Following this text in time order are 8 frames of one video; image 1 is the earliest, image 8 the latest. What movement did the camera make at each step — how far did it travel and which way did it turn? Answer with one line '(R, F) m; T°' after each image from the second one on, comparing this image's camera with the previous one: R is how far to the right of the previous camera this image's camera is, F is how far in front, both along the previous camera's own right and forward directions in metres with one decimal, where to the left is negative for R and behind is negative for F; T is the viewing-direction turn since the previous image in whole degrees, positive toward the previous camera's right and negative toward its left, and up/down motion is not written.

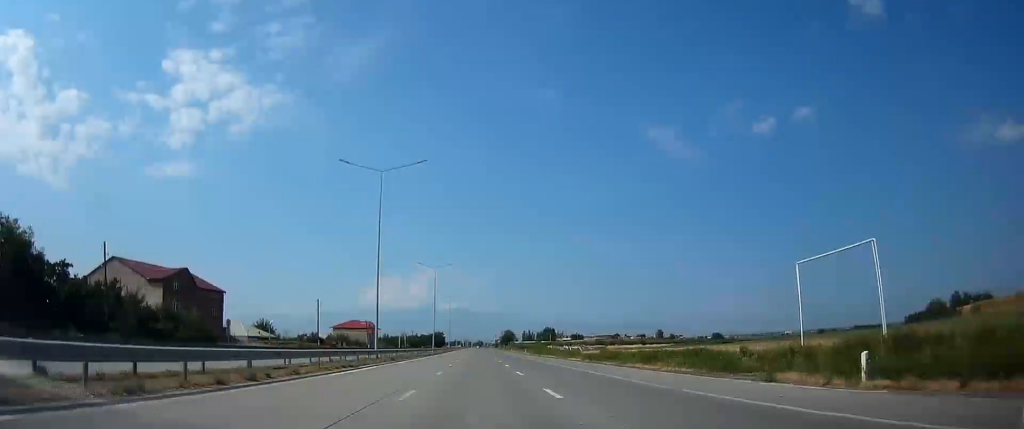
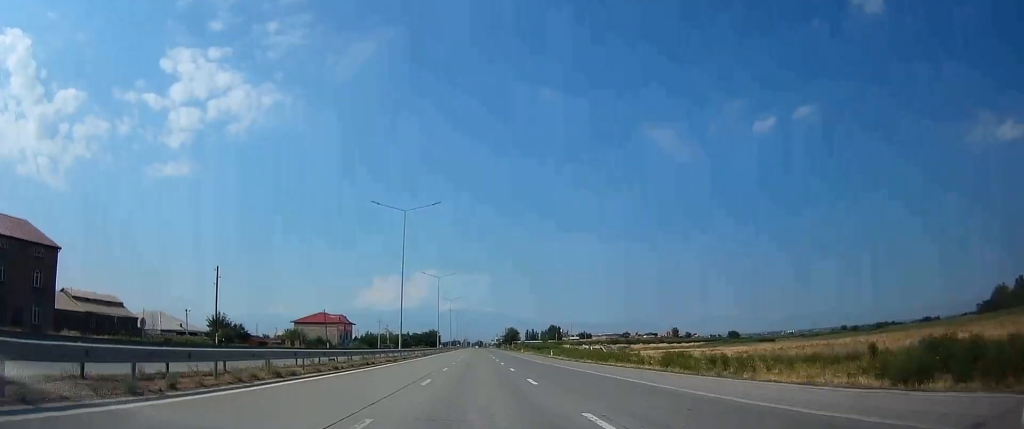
(+0.1, +43.5) m; 0°
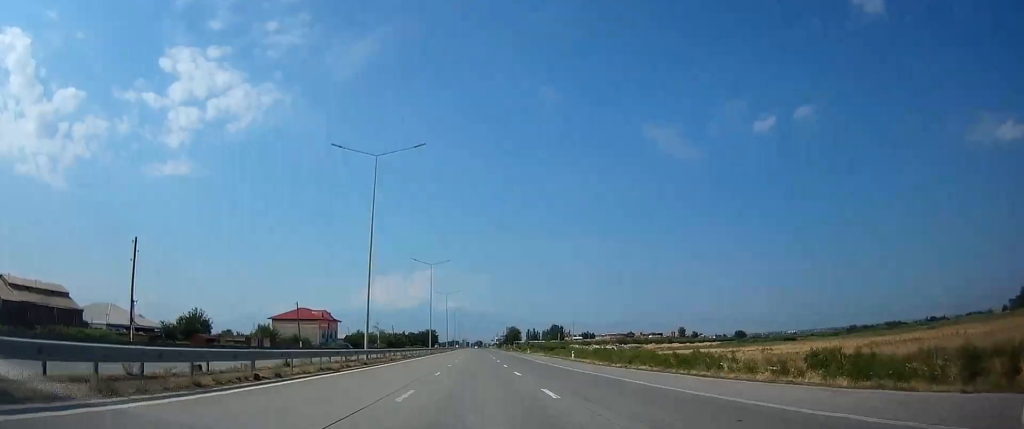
(+0.1, +17.4) m; 0°
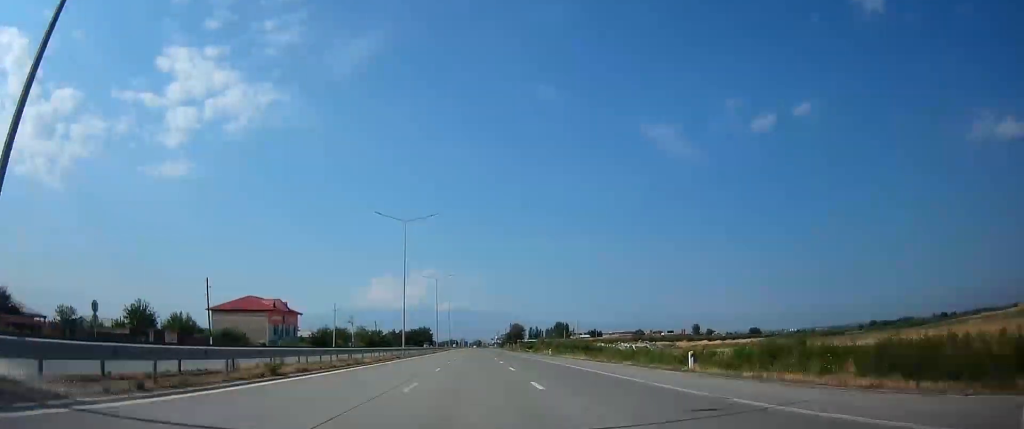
(-0.2, +33.6) m; 0°
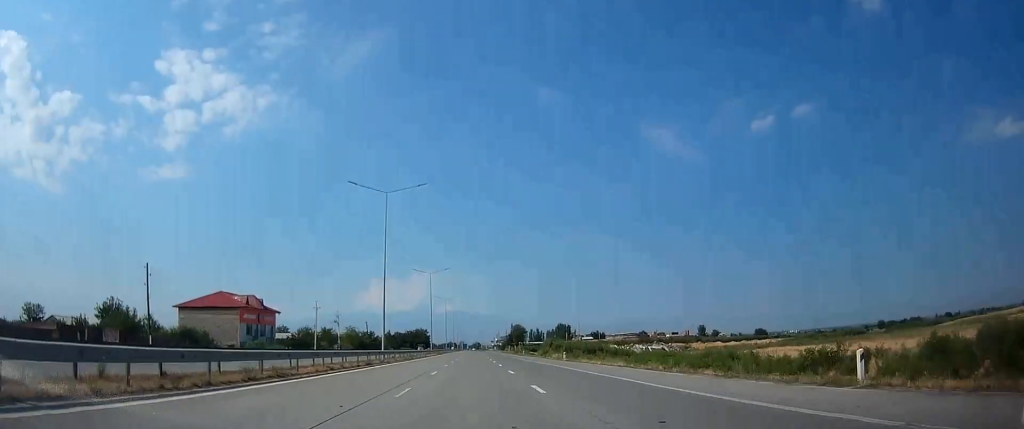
(+0.1, +13.0) m; 0°
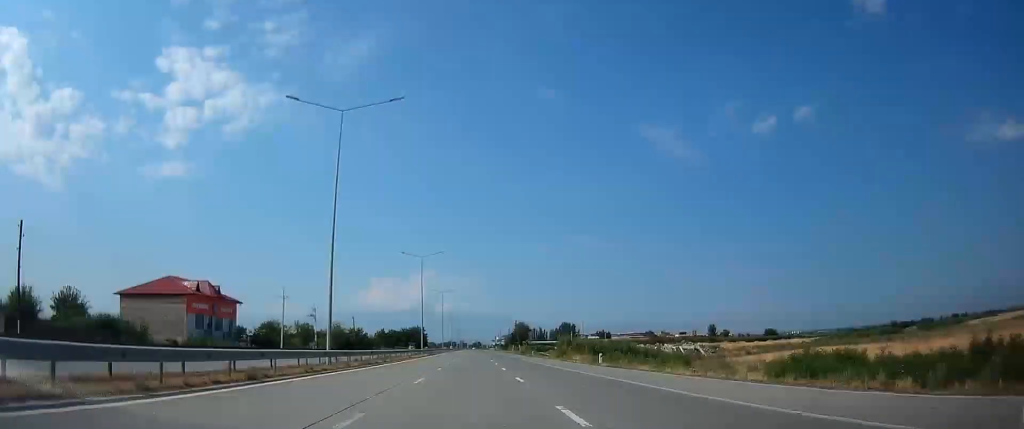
(+0.1, +18.4) m; 0°
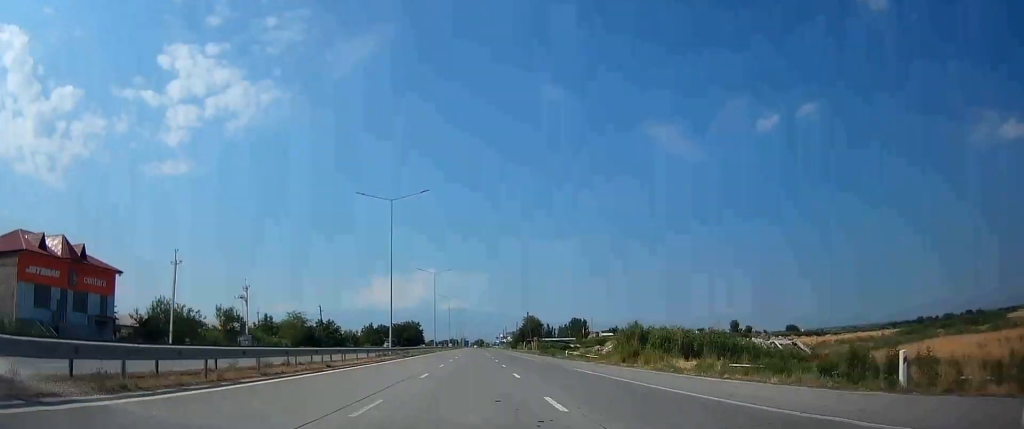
(-0.2, +33.5) m; 0°
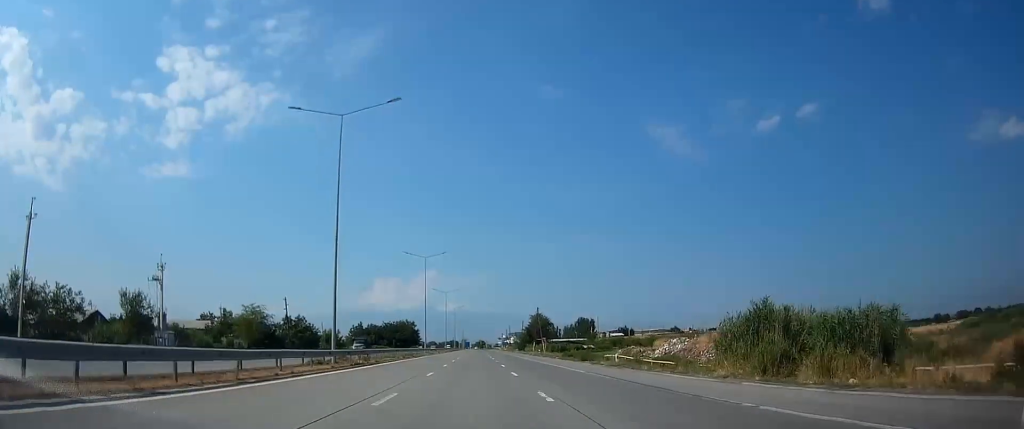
(+0.1, +21.6) m; 0°
